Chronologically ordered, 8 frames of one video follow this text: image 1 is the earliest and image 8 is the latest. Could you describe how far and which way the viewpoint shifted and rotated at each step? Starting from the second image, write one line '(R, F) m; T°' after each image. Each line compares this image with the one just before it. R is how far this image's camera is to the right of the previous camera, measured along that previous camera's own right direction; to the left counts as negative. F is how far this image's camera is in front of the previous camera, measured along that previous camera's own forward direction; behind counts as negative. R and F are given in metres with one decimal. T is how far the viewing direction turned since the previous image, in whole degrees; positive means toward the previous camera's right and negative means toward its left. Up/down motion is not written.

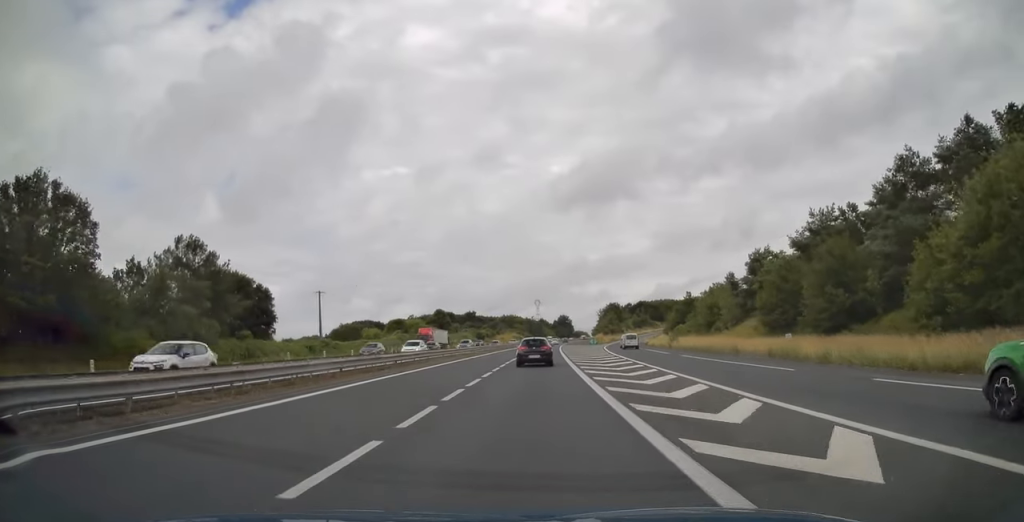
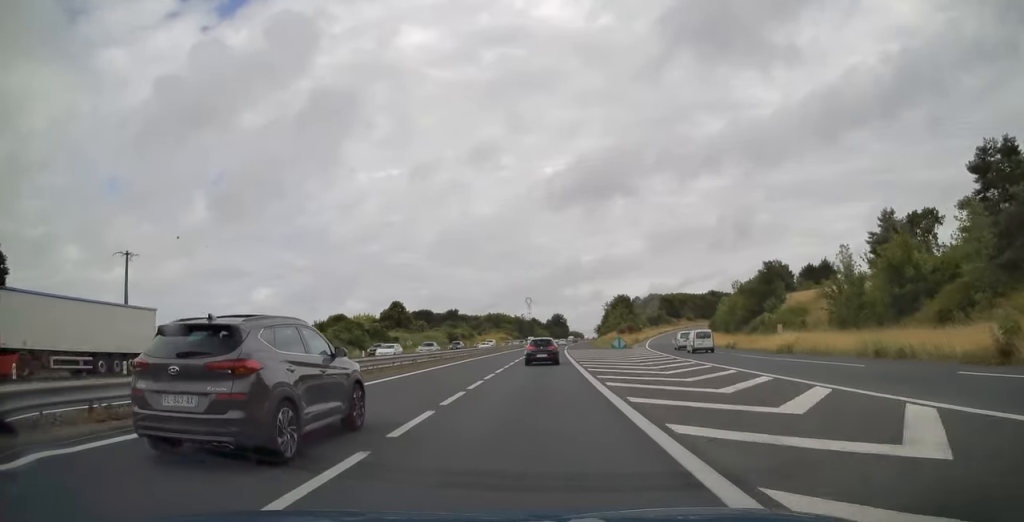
(+0.5, +53.0) m; +1°
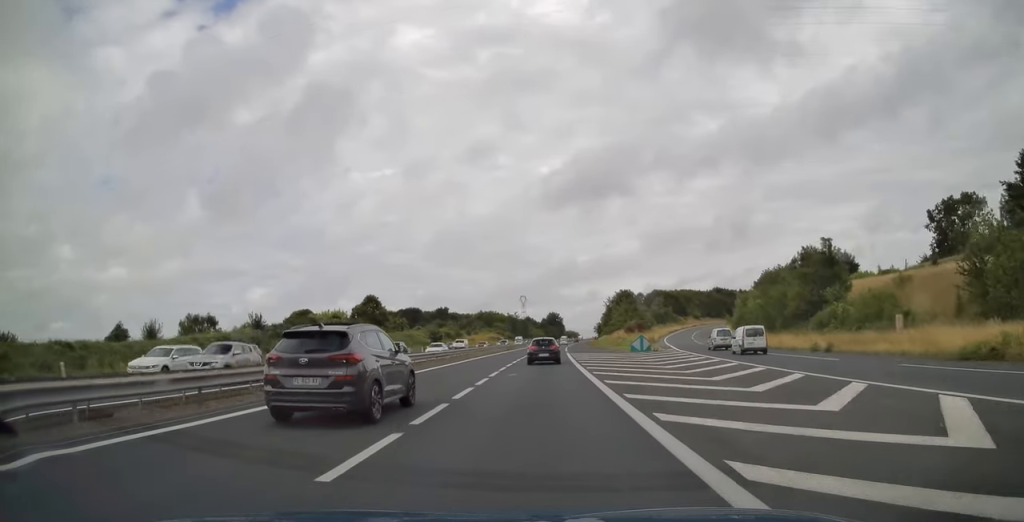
(0.0, +20.4) m; 0°
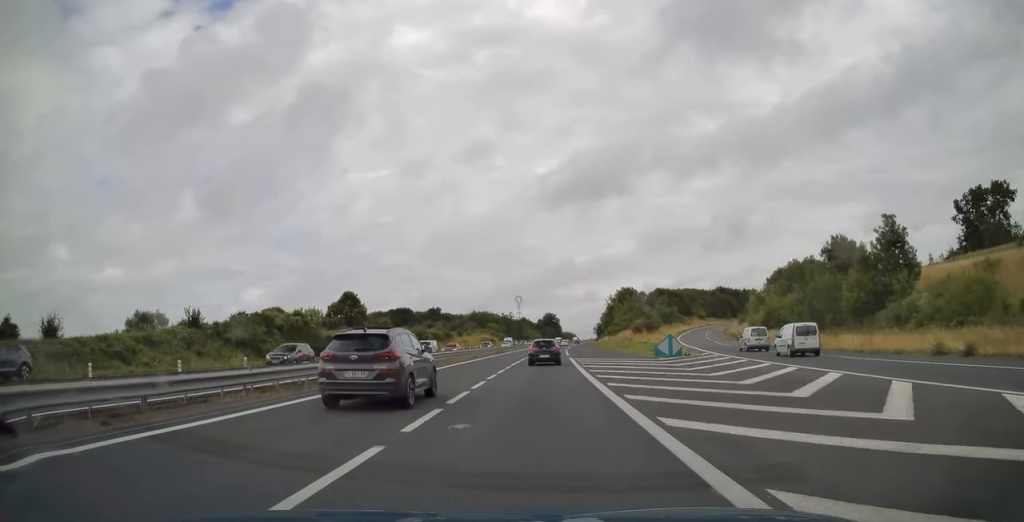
(+0.1, +14.1) m; 0°
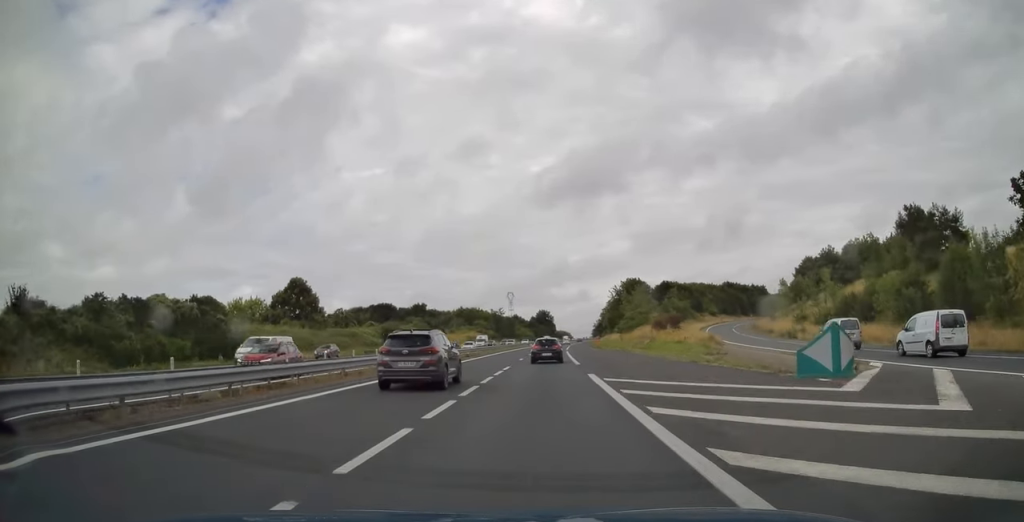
(+0.1, +24.8) m; +1°
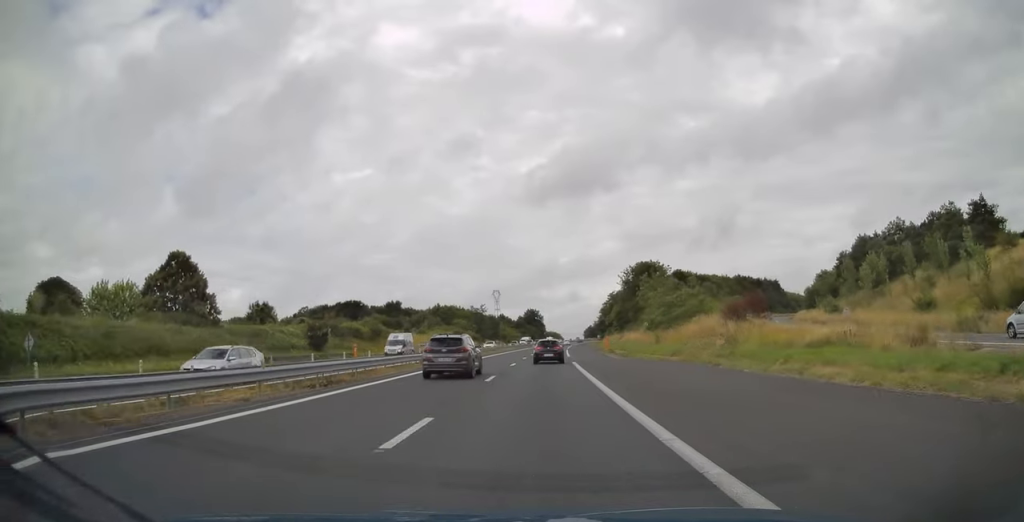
(+0.3, +34.5) m; +1°
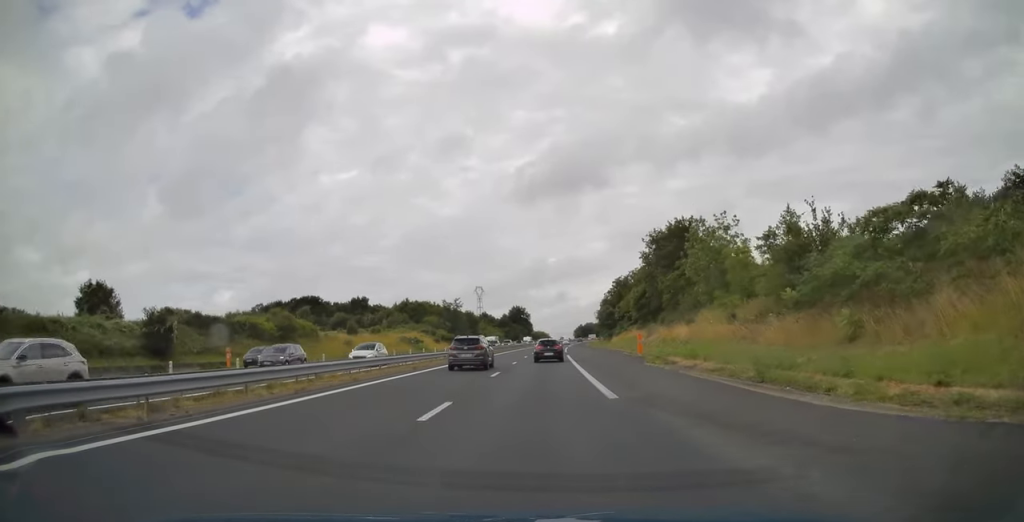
(+0.5, +36.6) m; +1°
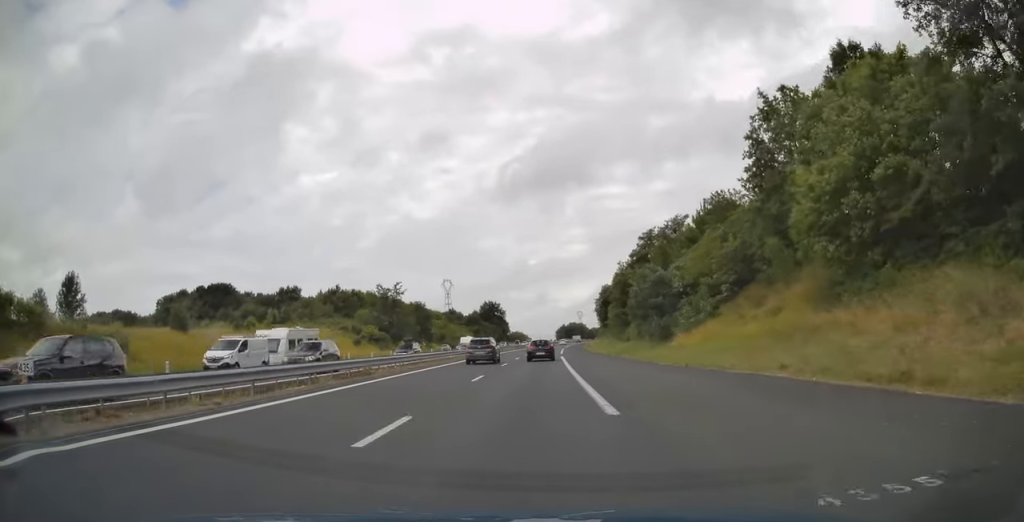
(+0.7, +54.5) m; +2°
